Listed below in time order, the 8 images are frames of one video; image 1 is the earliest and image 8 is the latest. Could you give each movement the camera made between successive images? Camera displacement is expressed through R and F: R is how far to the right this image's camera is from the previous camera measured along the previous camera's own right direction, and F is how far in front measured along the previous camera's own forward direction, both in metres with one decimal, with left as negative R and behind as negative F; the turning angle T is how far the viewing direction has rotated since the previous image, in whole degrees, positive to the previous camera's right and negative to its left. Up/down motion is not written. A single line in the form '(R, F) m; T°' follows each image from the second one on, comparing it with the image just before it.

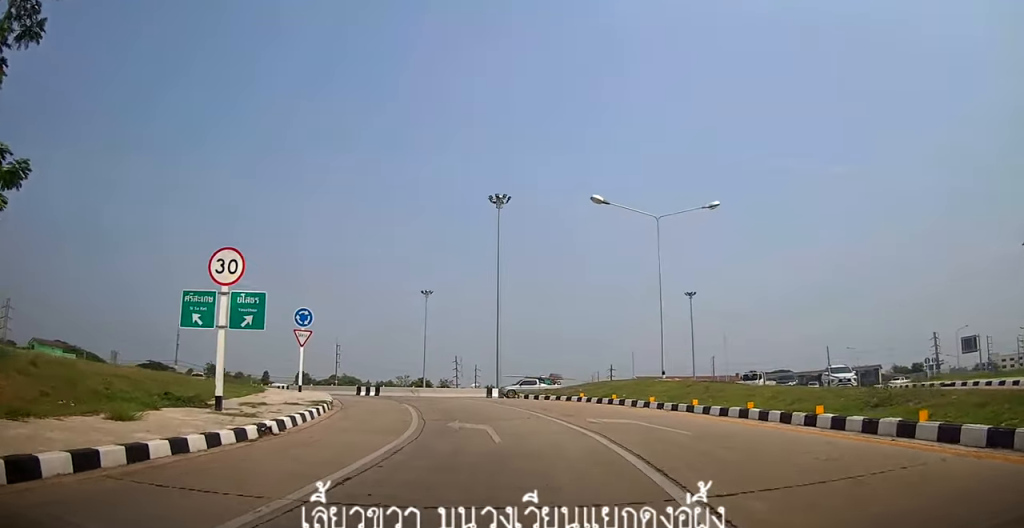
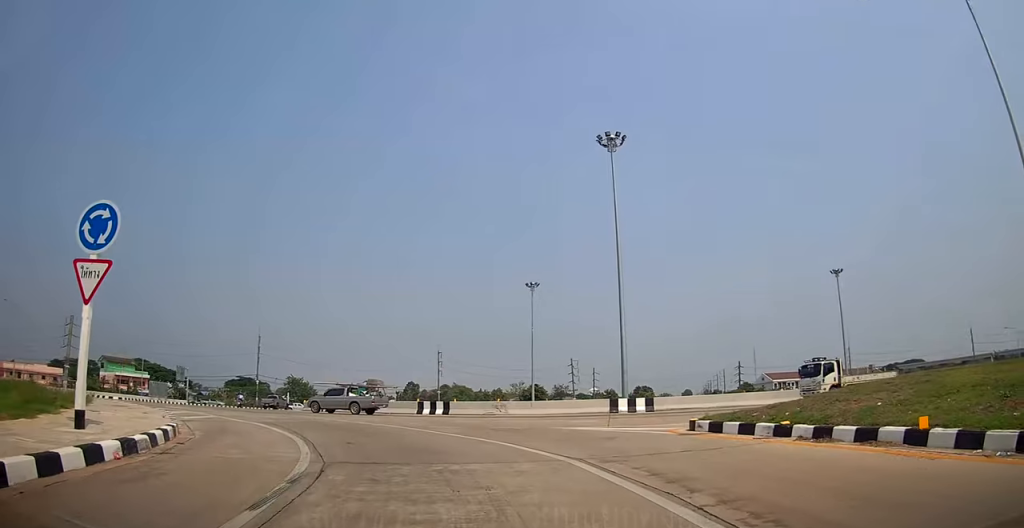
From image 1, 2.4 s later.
(-0.6, +22.8) m; -5°
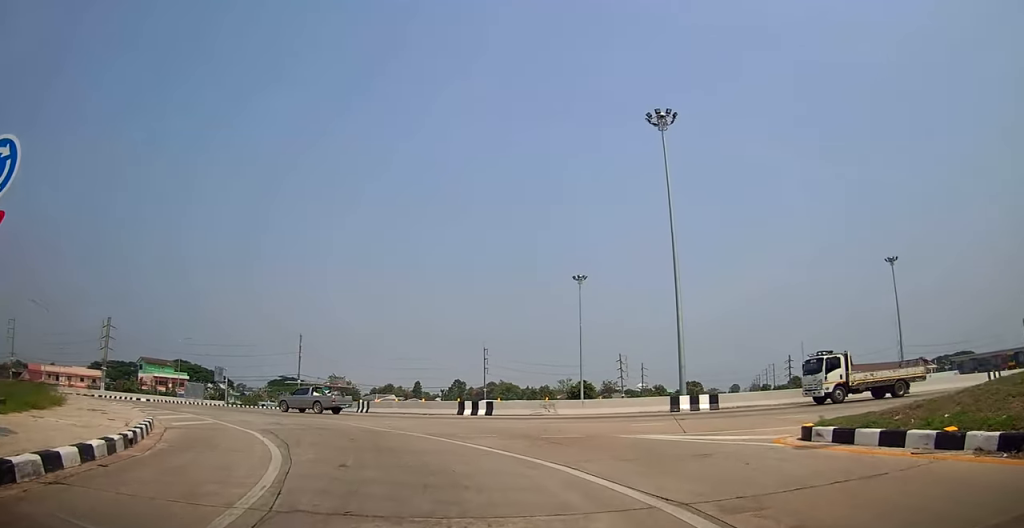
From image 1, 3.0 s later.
(-0.1, +4.6) m; -5°
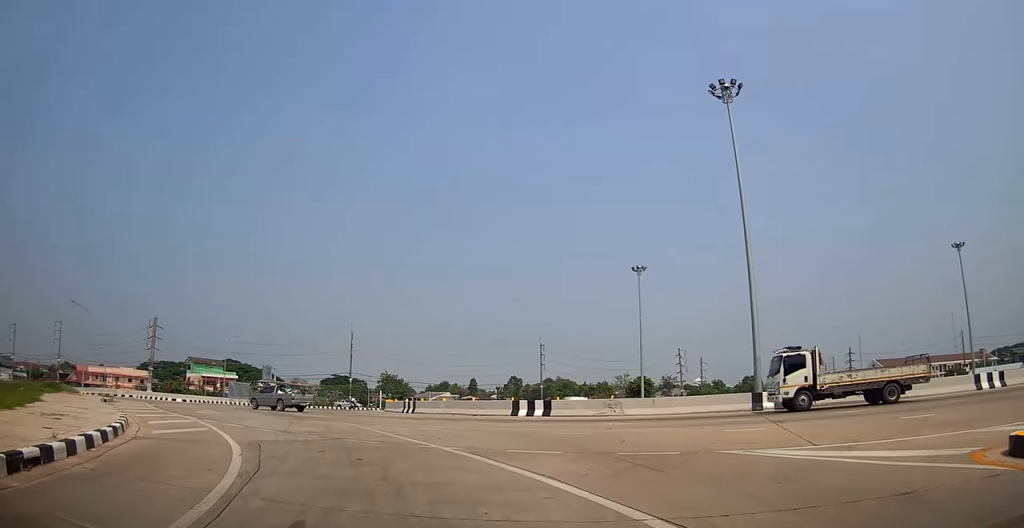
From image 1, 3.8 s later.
(-0.5, +5.2) m; -6°
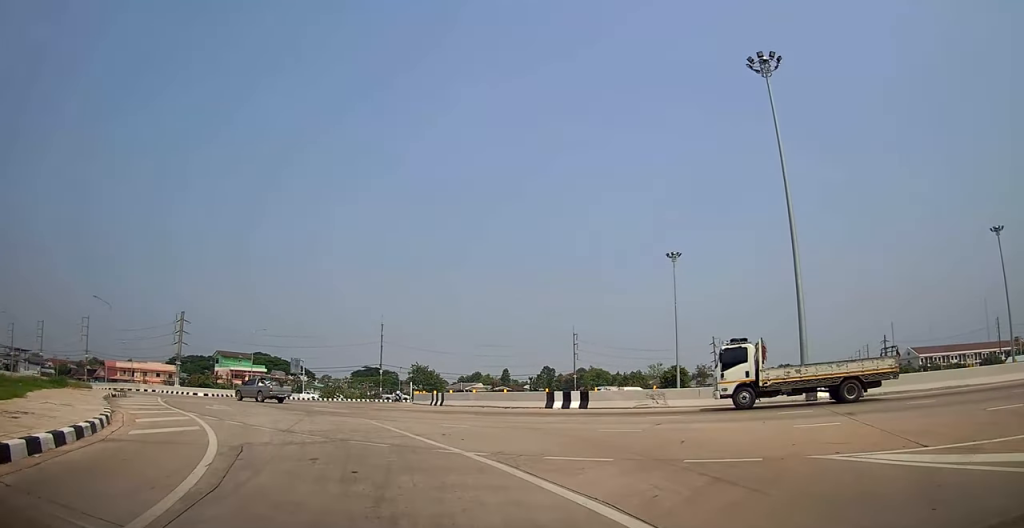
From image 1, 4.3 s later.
(-0.1, +3.3) m; -4°
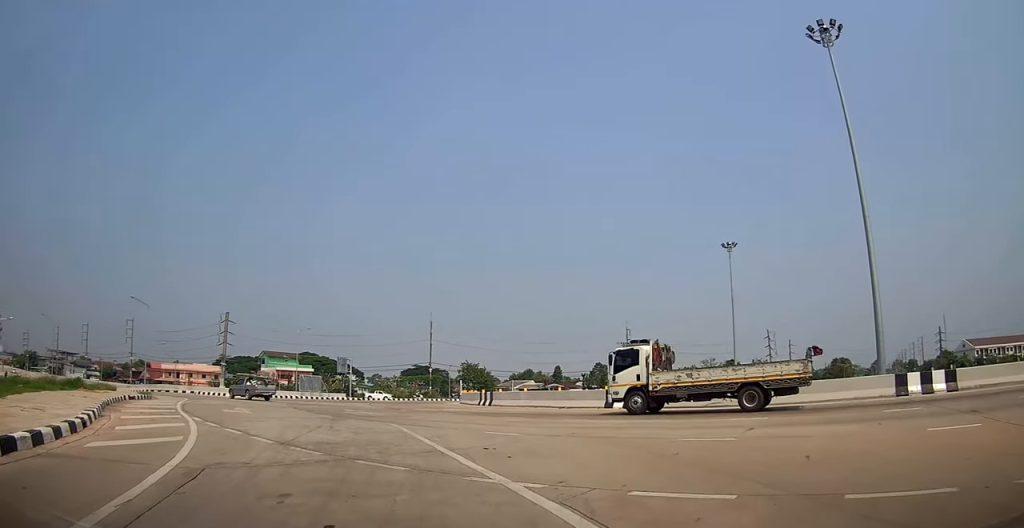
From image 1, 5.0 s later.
(-0.1, +4.1) m; -6°
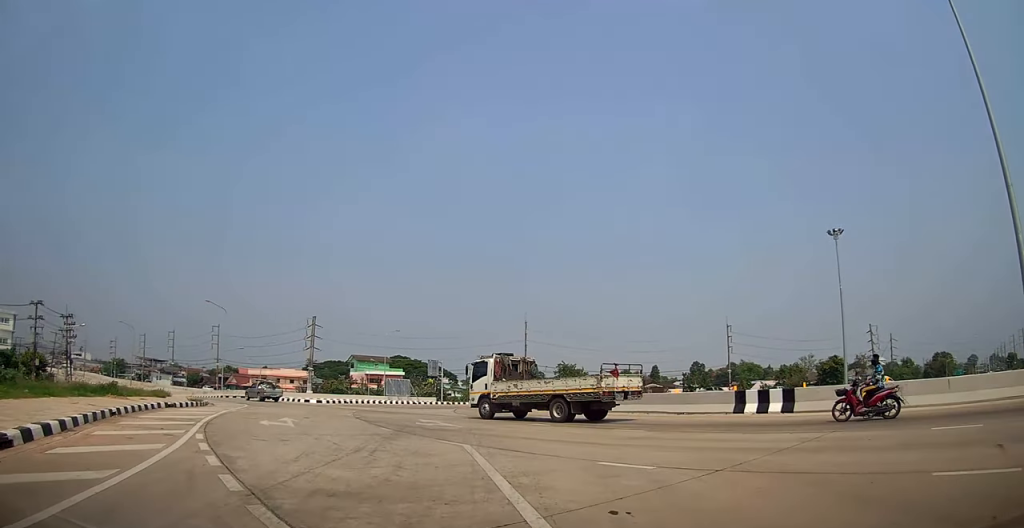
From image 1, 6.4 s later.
(-0.9, +6.3) m; -14°
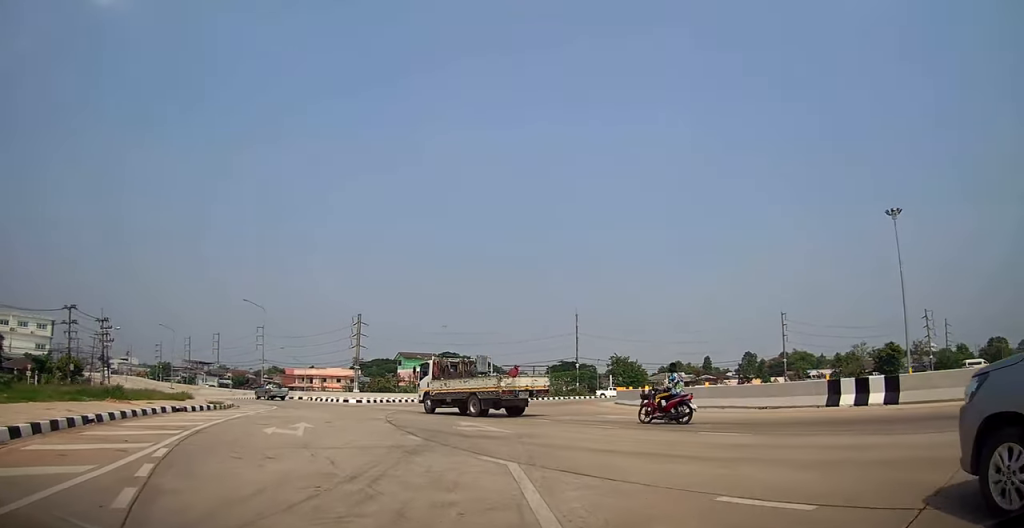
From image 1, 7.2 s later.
(-0.2, +3.7) m; -5°
